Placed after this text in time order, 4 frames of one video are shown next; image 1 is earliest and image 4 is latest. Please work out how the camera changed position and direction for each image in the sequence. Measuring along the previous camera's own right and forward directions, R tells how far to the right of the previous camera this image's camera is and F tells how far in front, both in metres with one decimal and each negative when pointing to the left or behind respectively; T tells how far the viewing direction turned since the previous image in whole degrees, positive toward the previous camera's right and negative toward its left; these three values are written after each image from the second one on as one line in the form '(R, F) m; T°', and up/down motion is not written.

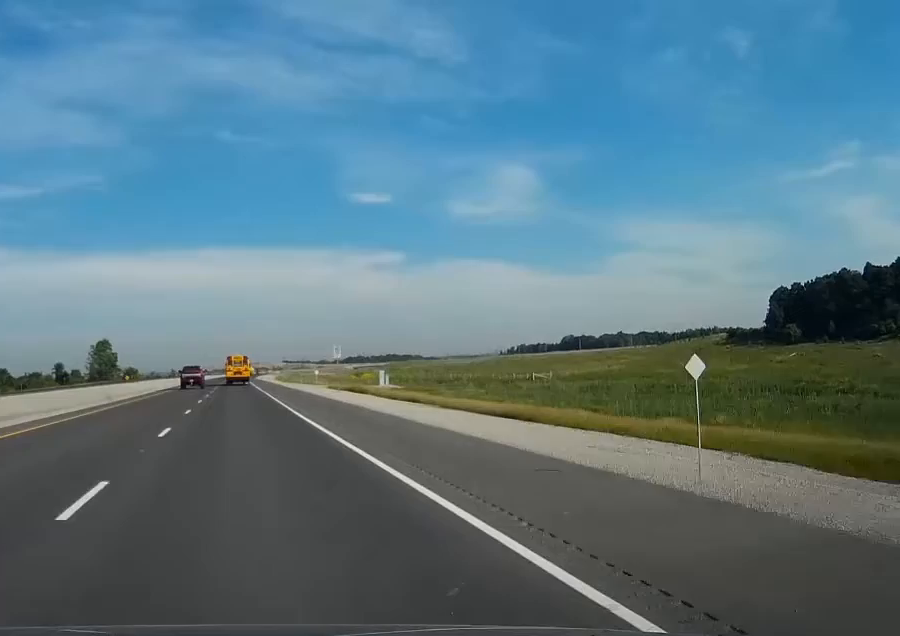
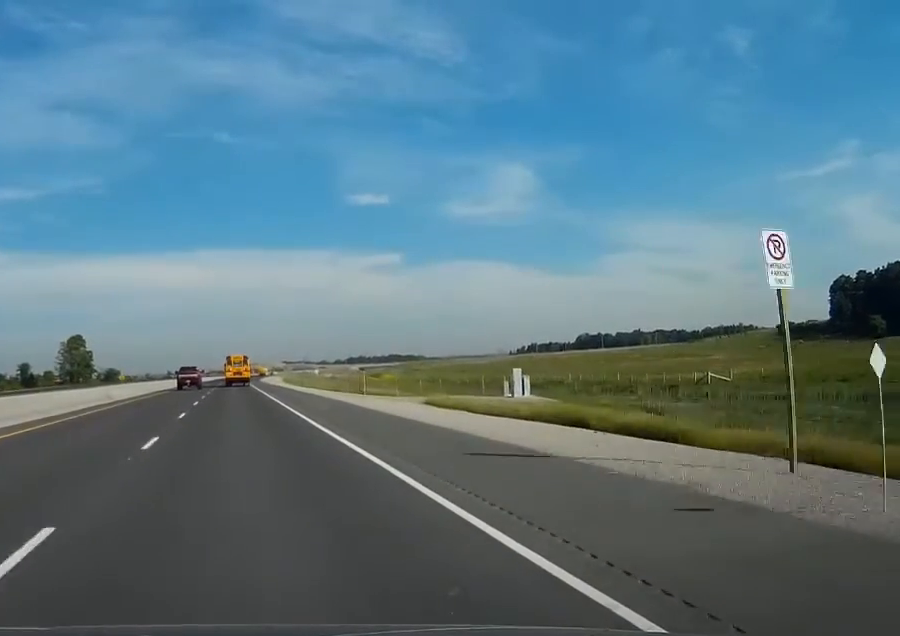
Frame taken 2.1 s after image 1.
(+0.1, +63.3) m; 0°
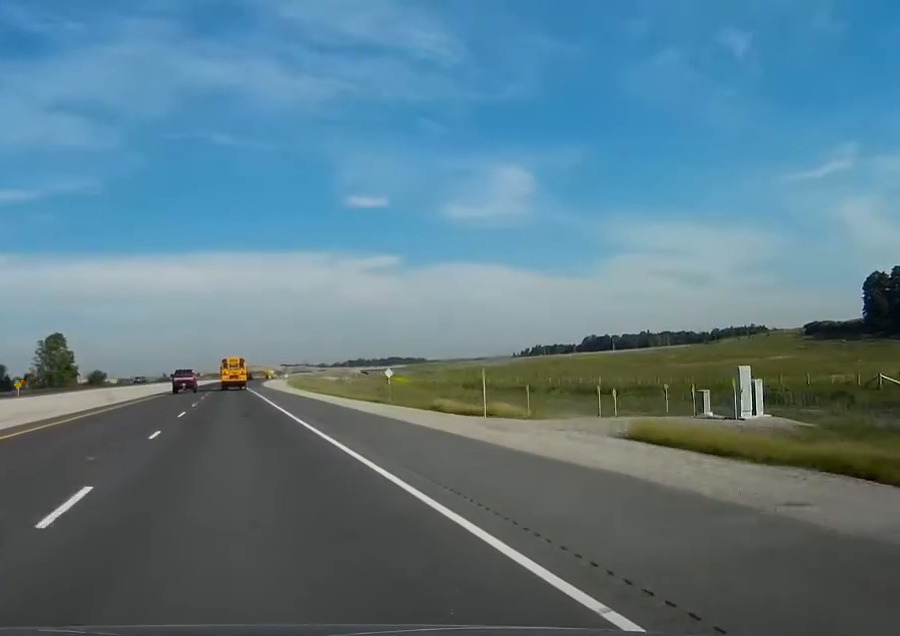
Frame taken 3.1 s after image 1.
(-0.1, +32.7) m; 0°
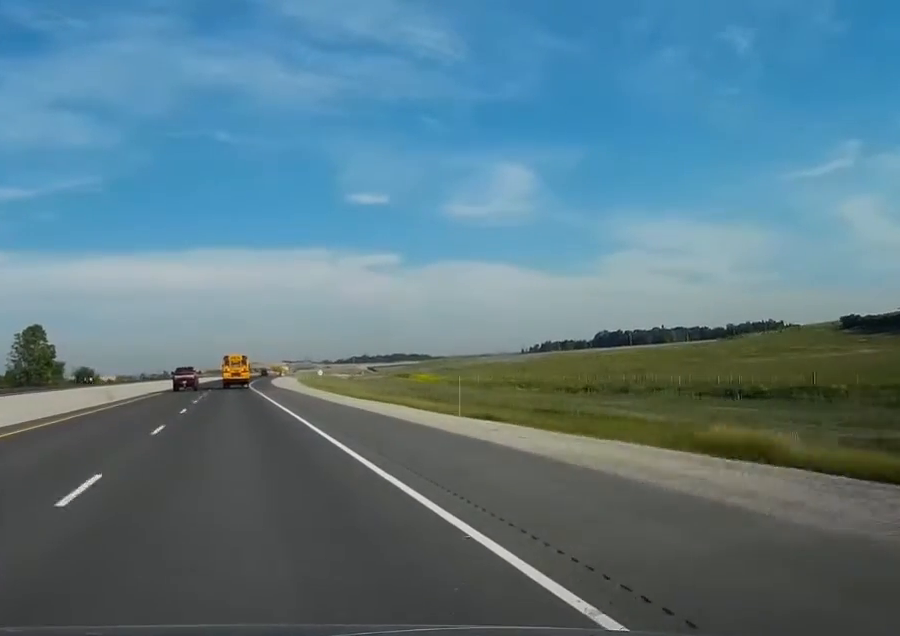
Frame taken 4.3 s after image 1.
(0.0, +34.7) m; 0°
